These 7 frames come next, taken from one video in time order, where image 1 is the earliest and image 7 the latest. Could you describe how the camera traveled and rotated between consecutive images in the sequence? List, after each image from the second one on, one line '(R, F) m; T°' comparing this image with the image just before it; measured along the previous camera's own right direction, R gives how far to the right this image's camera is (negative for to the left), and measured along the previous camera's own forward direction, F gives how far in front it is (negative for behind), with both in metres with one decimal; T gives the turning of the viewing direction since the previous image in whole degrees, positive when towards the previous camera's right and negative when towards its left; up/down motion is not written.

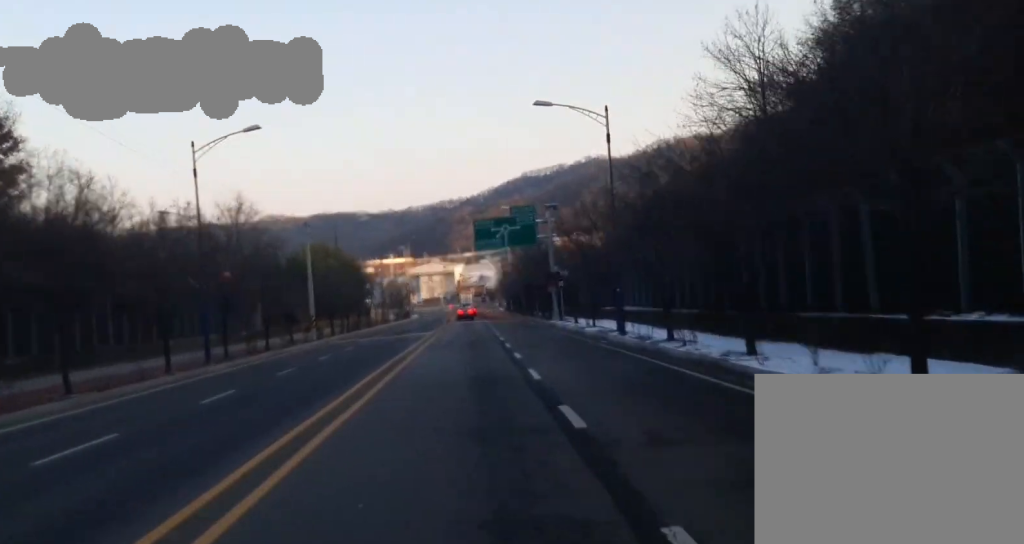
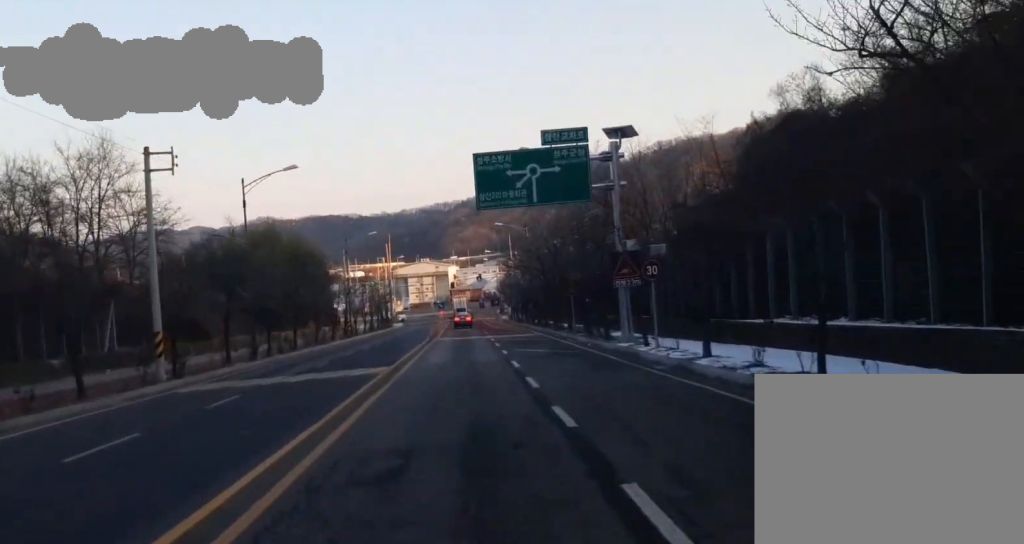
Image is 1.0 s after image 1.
(-0.5, +30.6) m; -2°
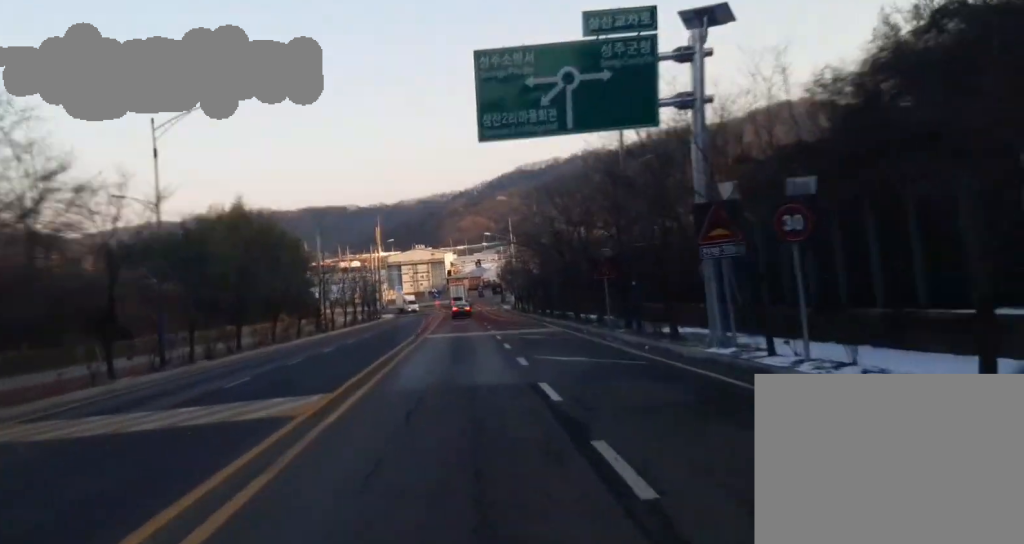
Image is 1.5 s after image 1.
(-0.1, +13.6) m; -1°
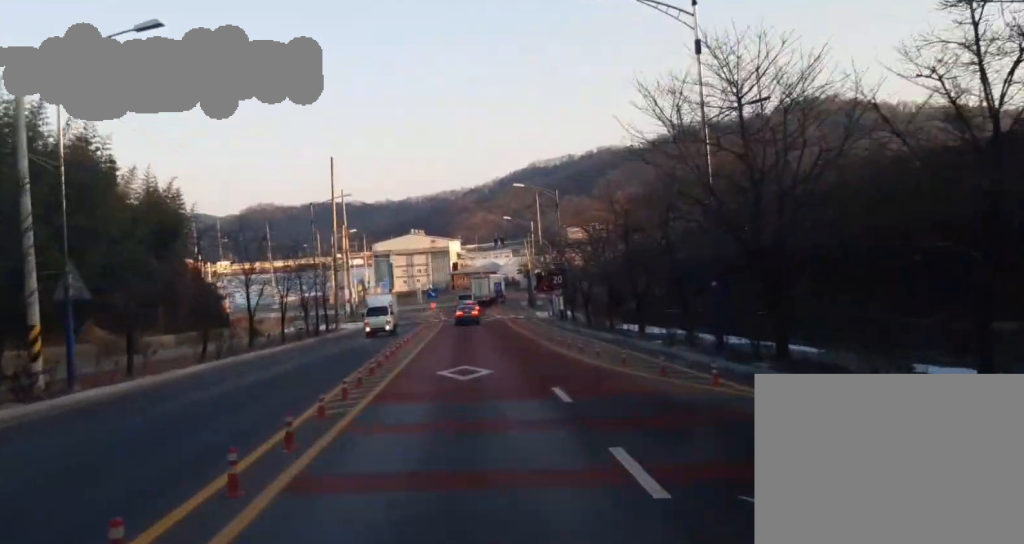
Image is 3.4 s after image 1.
(0.0, +52.6) m; 0°
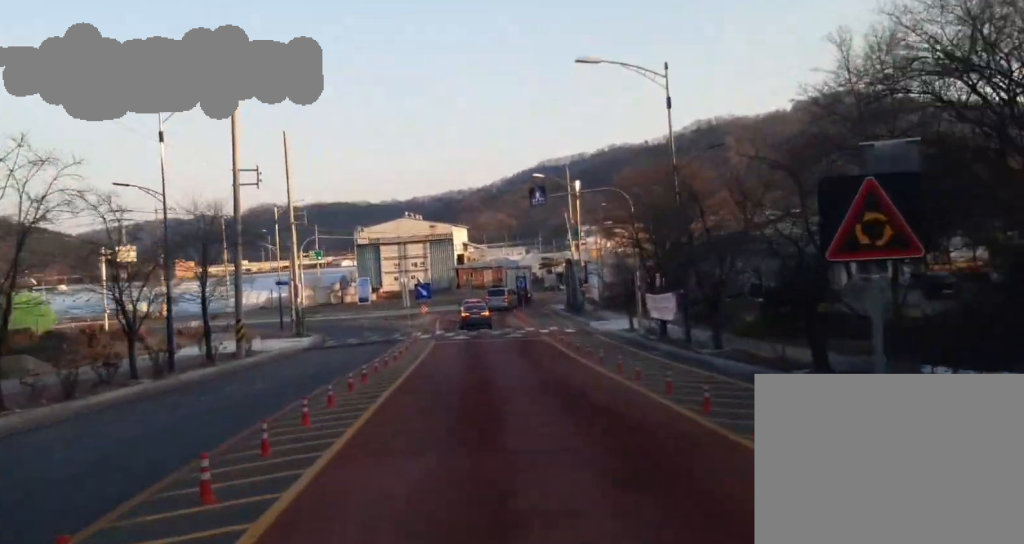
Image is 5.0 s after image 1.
(0.0, +37.9) m; +1°
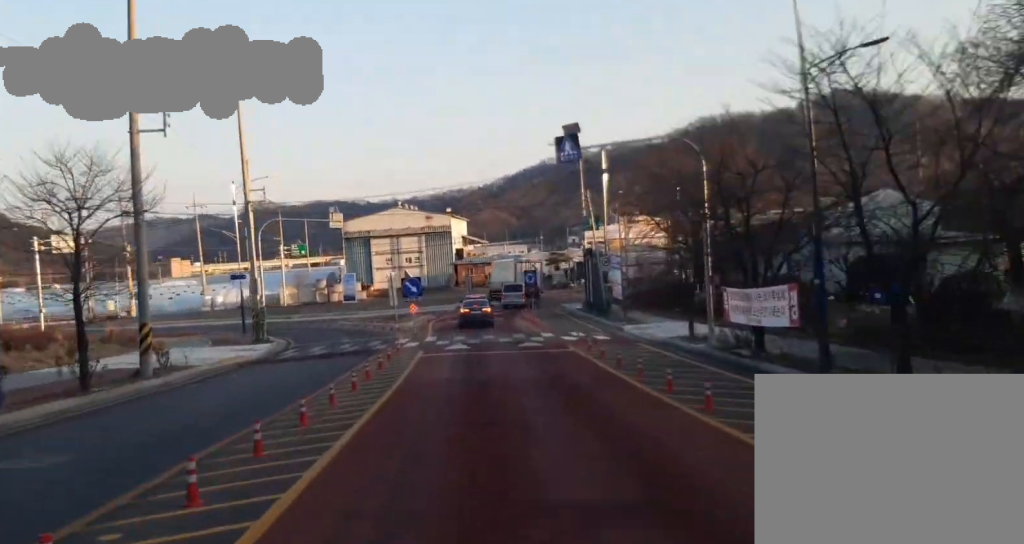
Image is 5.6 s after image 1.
(+0.1, +12.9) m; +1°
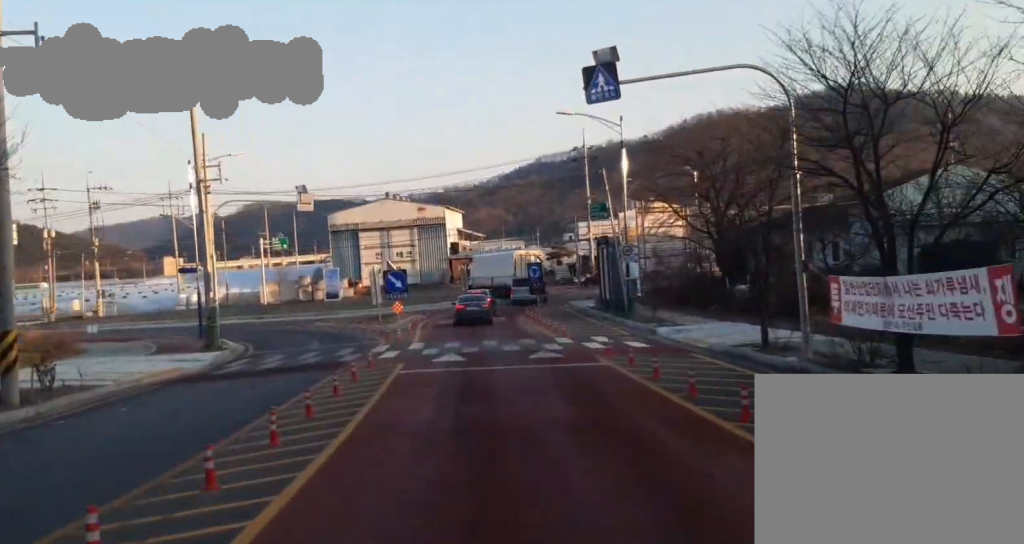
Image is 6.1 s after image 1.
(+0.2, +9.3) m; +1°
